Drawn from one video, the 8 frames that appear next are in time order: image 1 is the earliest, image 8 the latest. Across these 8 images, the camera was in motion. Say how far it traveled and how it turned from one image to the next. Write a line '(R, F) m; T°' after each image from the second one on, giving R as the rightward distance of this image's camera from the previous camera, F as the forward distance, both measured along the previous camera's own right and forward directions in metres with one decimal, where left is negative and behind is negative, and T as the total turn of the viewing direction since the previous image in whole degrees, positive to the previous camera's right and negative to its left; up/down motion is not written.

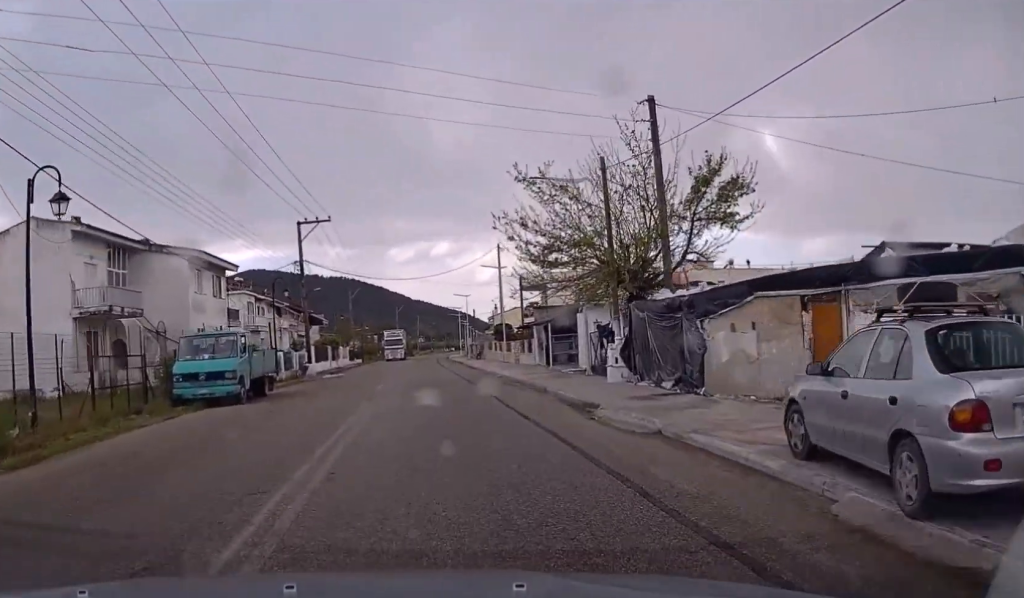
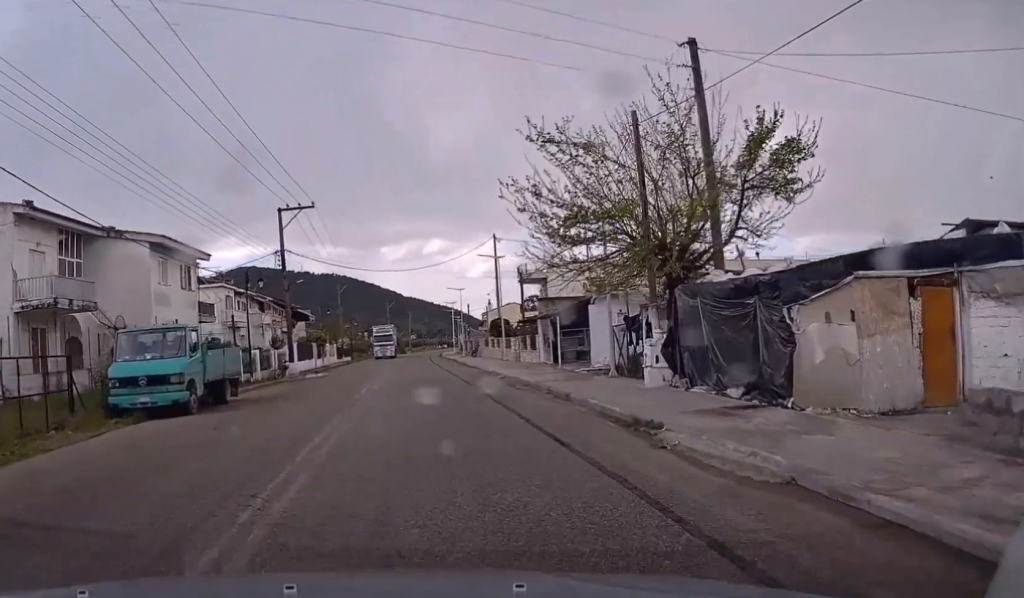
(0.0, +4.8) m; 0°
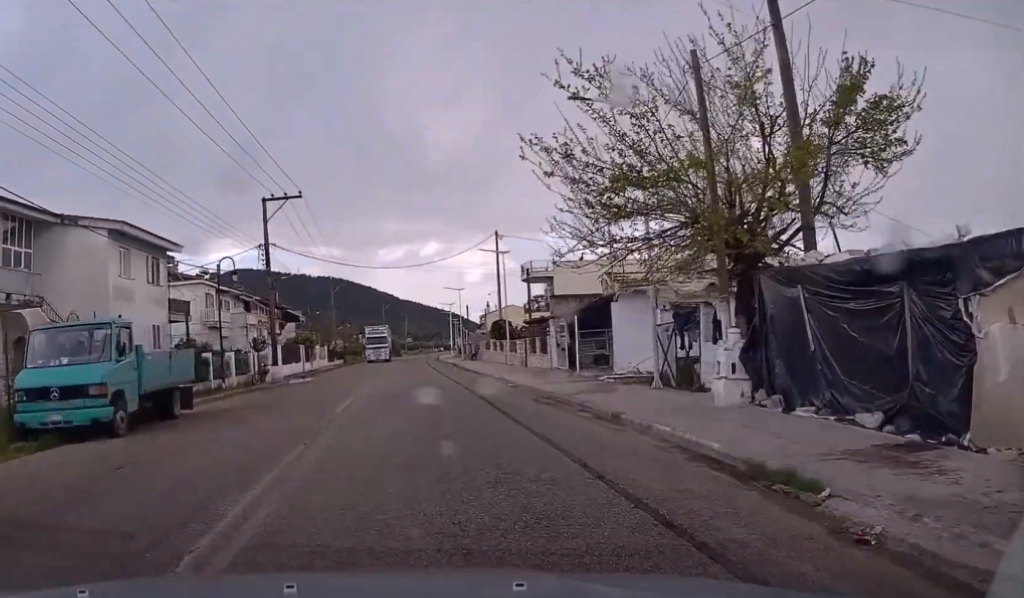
(0.0, +4.9) m; 0°
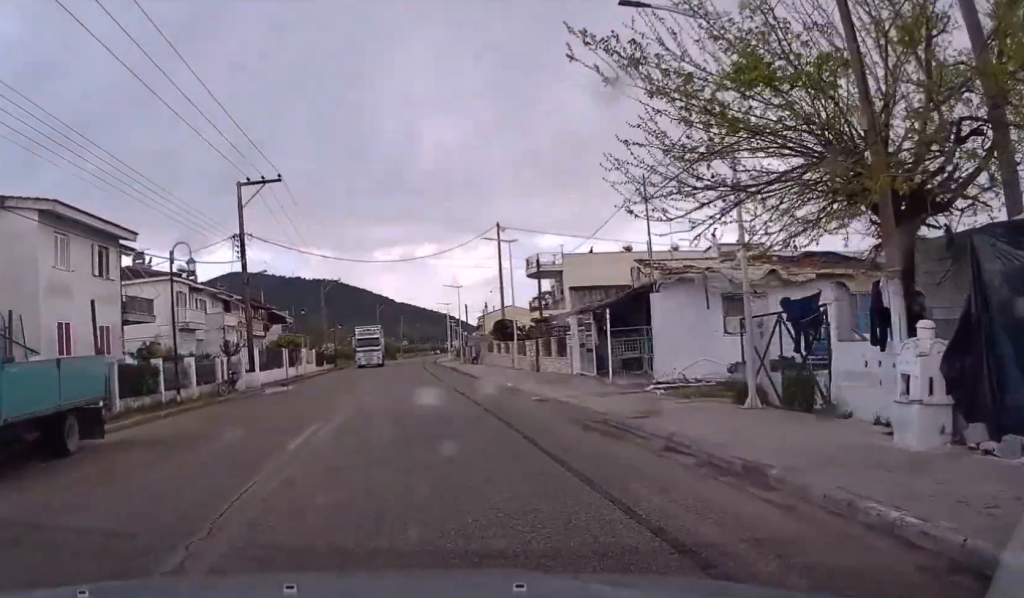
(0.0, +5.6) m; 0°
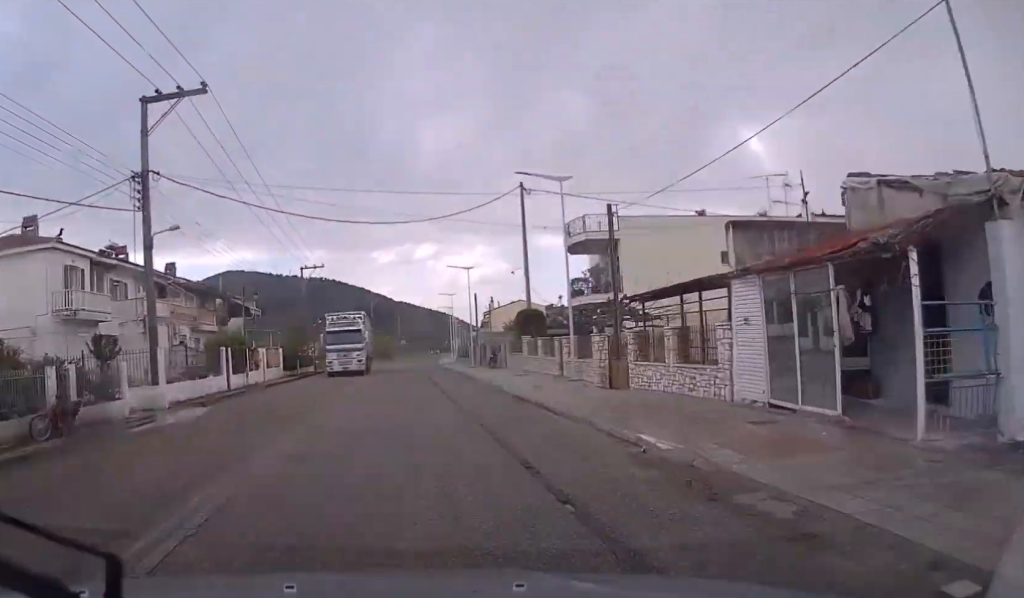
(+0.1, +16.2) m; 0°
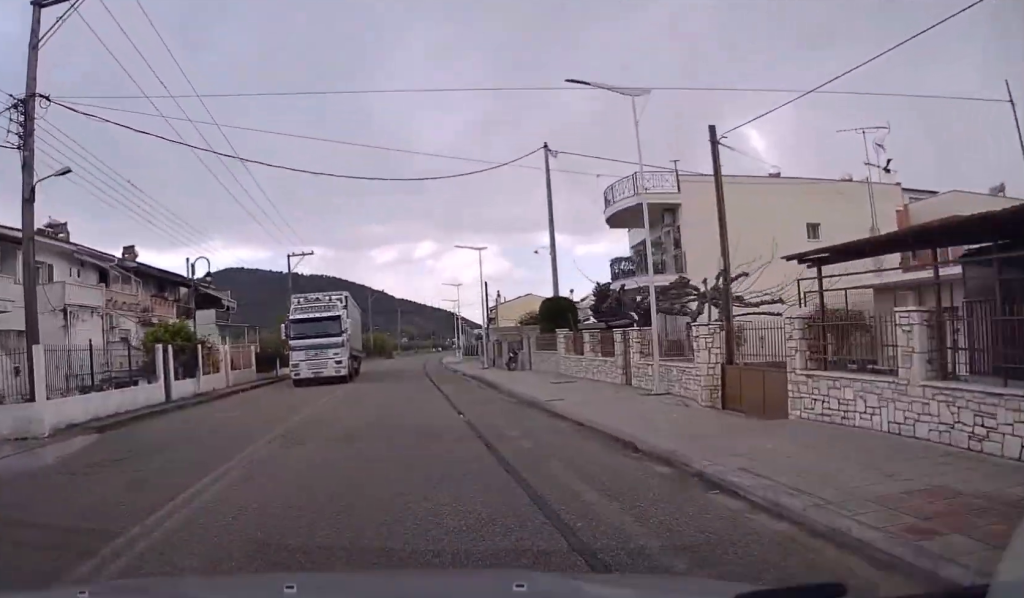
(-0.1, +9.4) m; 0°
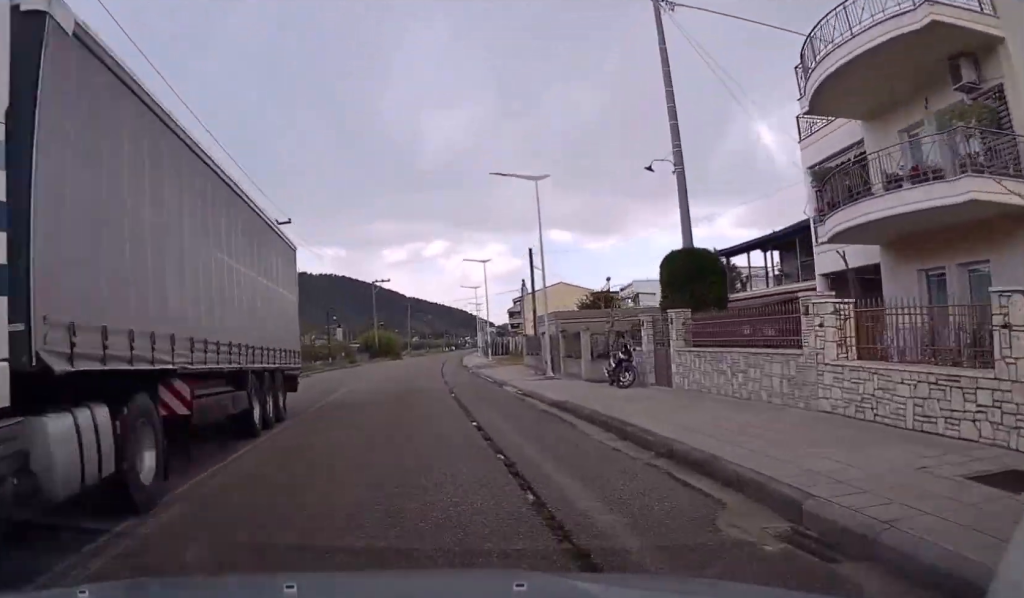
(0.0, +18.5) m; 0°
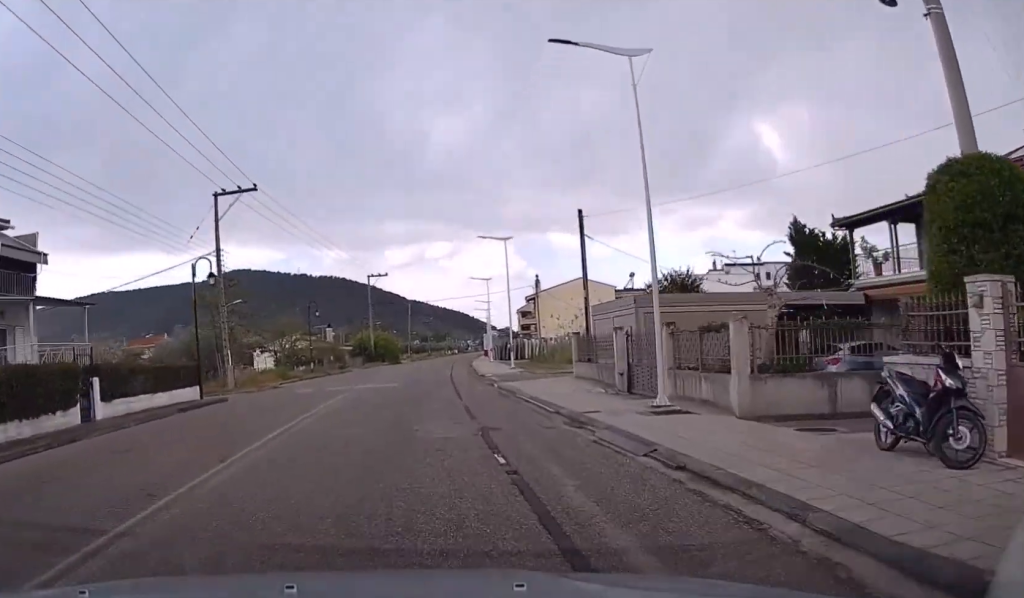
(0.0, +12.2) m; 0°
